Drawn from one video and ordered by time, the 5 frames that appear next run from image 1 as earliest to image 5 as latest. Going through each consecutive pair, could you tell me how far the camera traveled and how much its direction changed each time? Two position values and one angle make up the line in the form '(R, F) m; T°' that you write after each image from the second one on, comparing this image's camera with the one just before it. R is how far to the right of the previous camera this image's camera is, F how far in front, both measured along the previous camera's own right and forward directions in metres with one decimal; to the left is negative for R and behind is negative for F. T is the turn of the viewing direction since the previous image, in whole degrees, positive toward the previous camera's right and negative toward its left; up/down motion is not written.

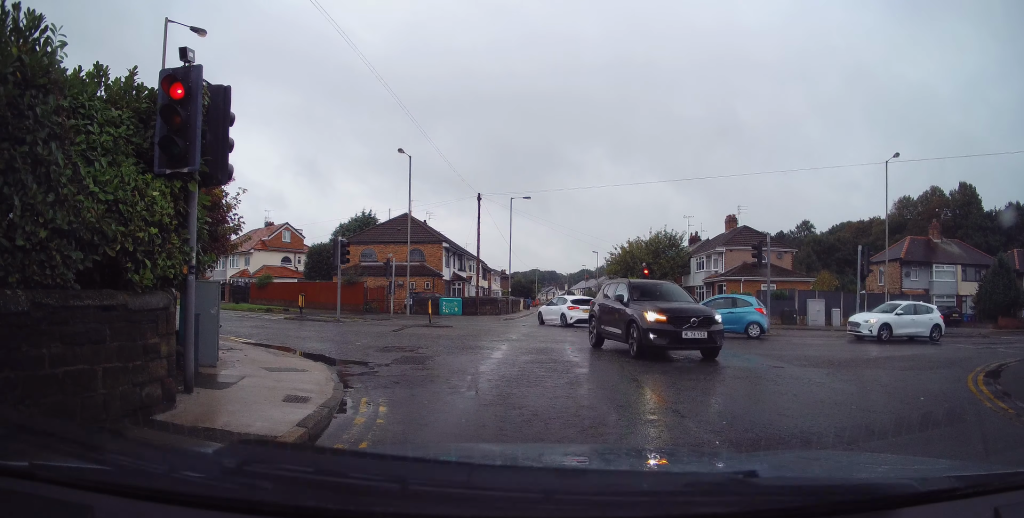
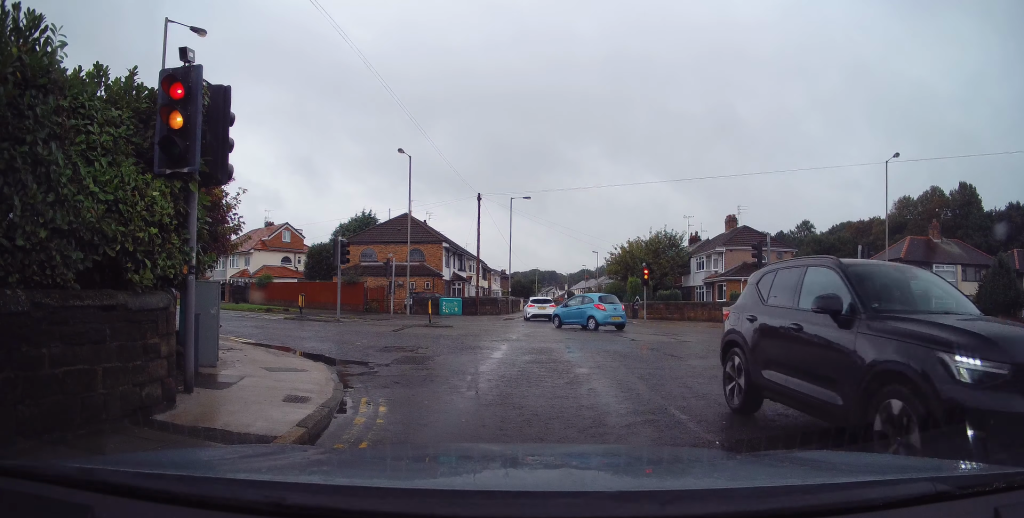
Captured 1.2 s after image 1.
(0.0, 0.0) m; 0°
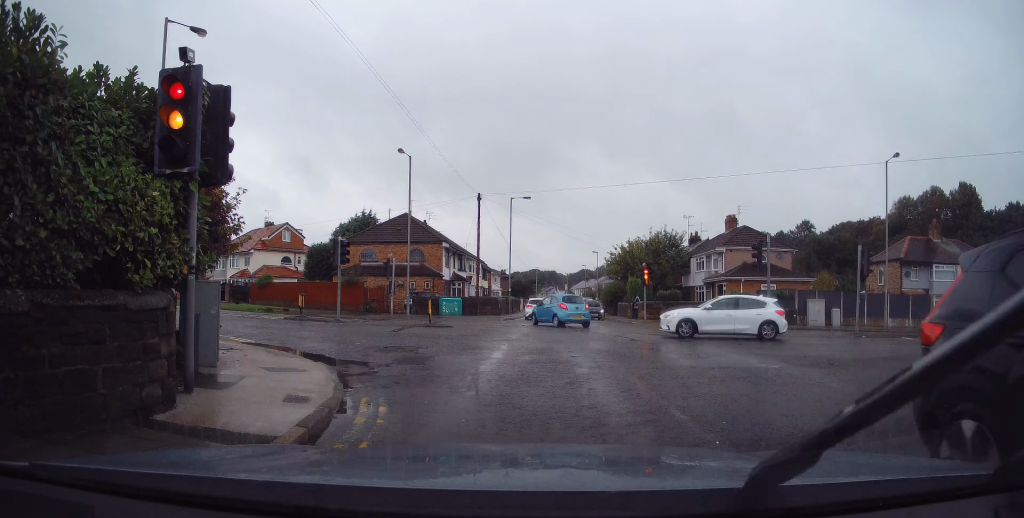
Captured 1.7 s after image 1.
(0.0, 0.0) m; 0°
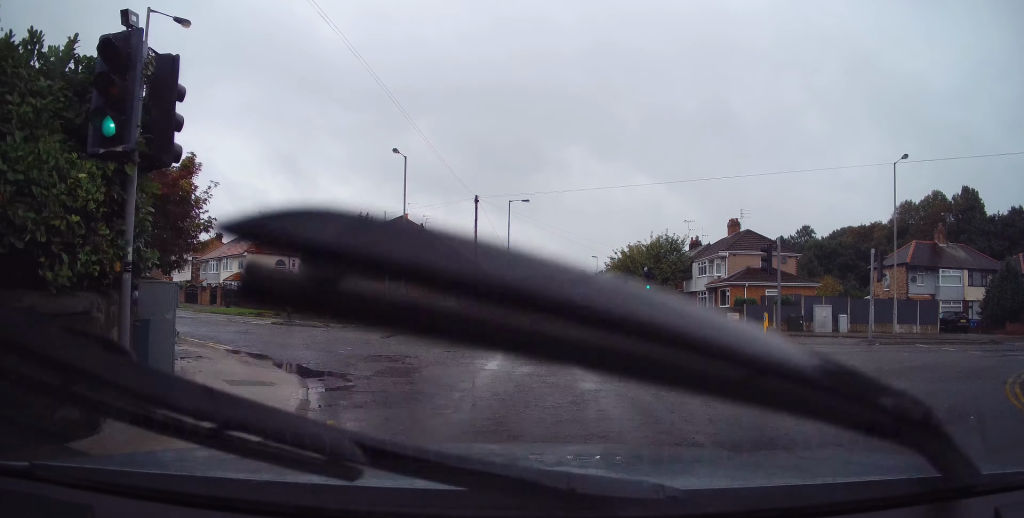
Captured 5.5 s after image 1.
(+0.1, +1.0) m; -1°
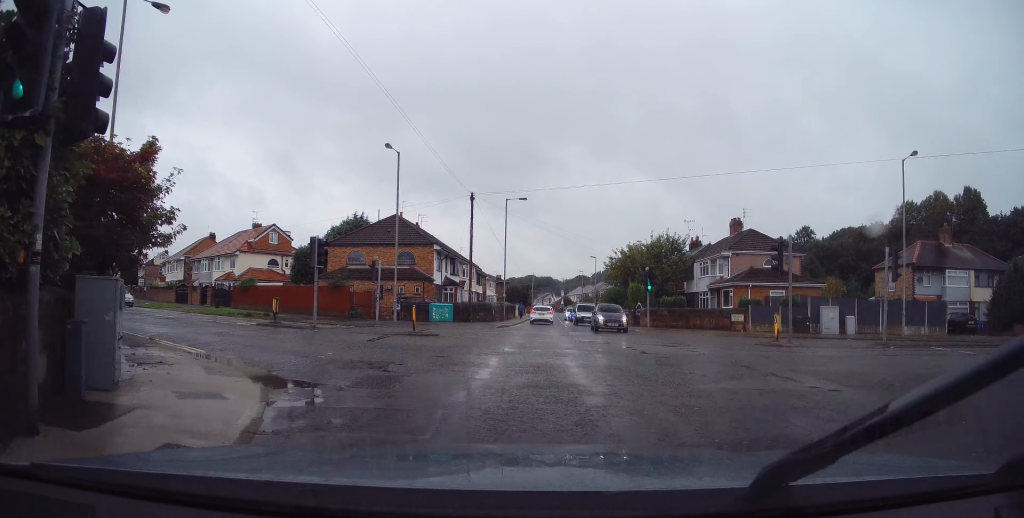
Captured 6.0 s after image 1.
(+0.2, +1.0) m; -2°
